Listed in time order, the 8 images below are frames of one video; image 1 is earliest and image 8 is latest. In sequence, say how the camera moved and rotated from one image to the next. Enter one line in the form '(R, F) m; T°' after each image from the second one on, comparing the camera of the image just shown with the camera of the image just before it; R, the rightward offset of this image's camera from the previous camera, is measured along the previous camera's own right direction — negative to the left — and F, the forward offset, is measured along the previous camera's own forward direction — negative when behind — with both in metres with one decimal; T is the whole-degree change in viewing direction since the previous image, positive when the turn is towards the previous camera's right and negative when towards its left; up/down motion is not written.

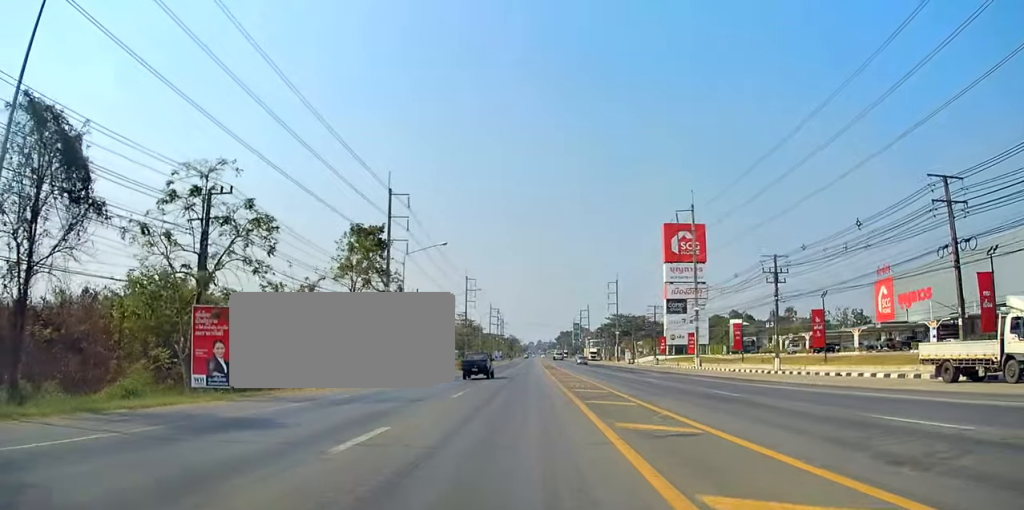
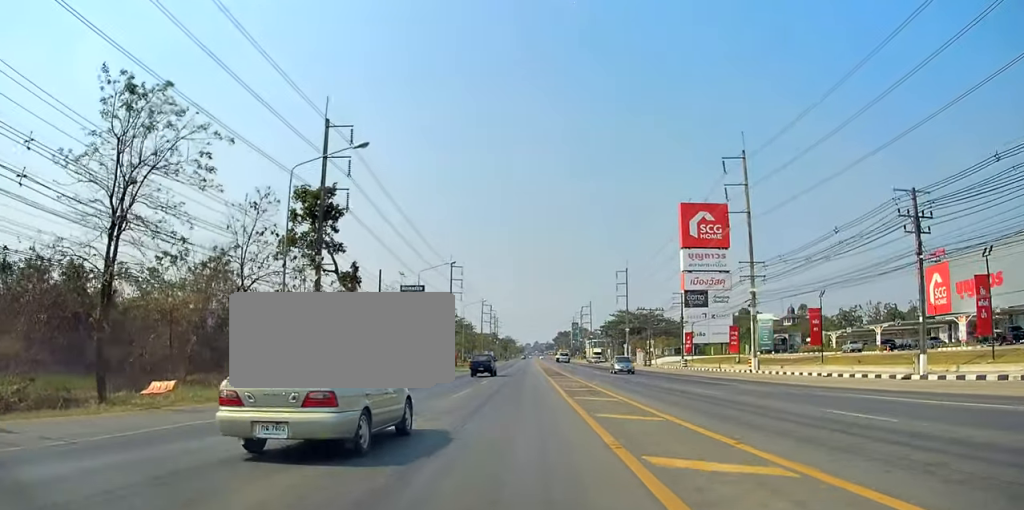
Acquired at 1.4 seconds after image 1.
(+0.6, +22.8) m; +2°
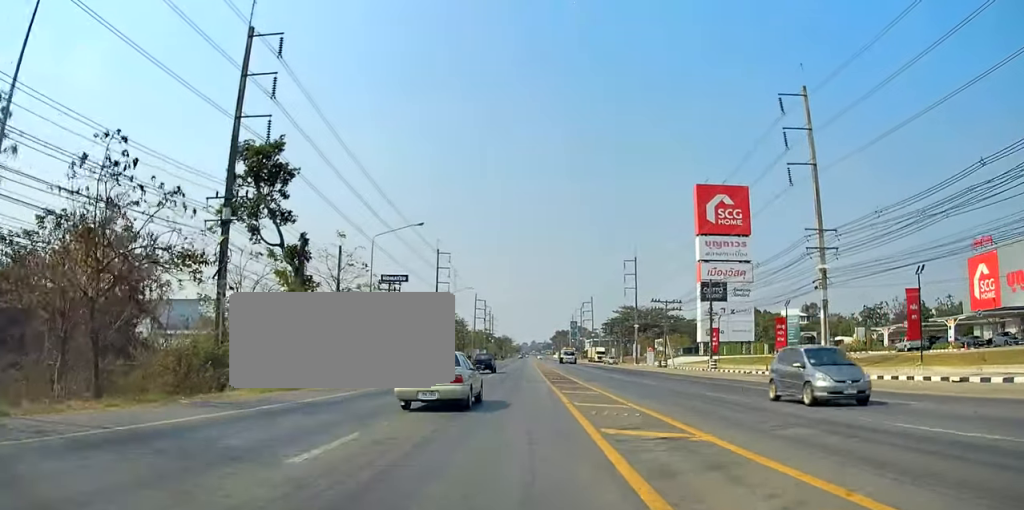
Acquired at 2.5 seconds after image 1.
(-0.3, +16.7) m; -1°
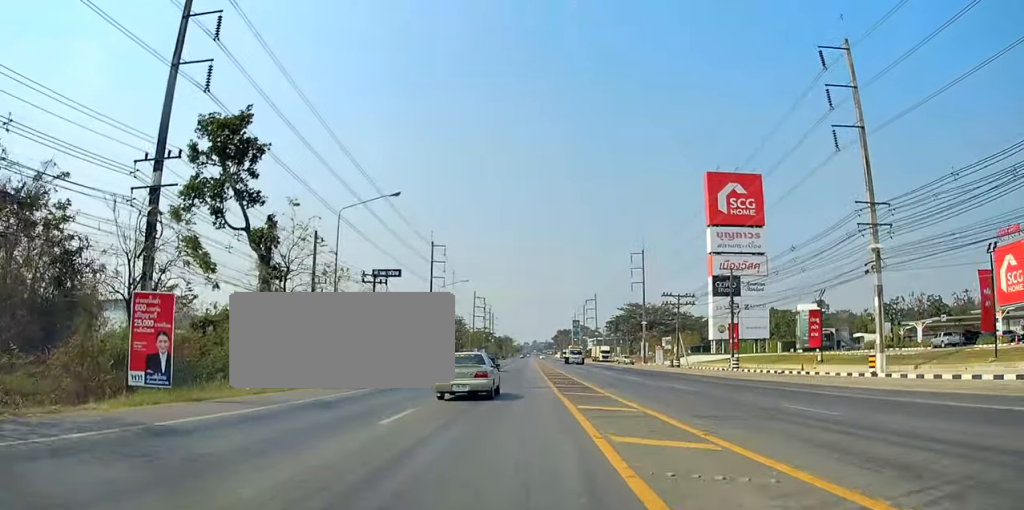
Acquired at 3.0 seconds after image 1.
(0.0, +7.4) m; 0°
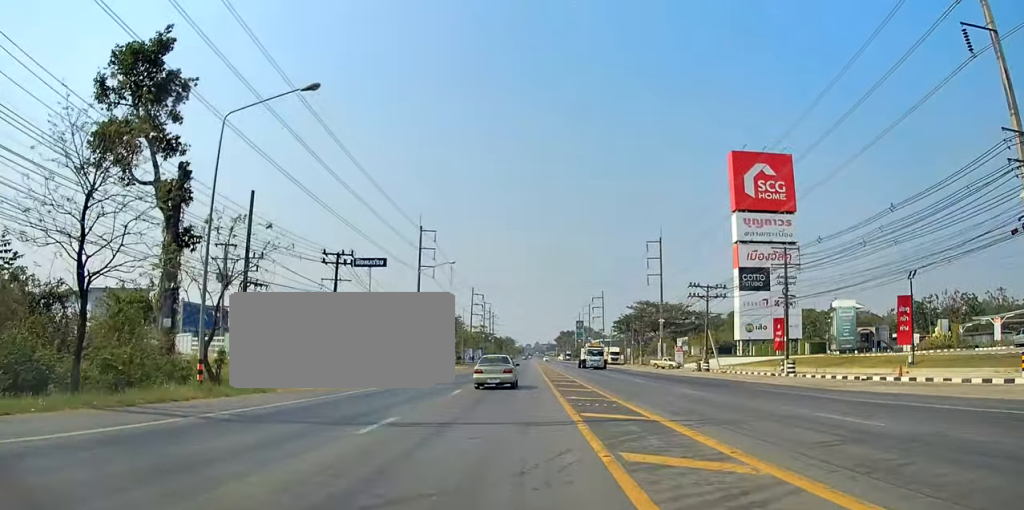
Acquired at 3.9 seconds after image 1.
(0.0, +13.9) m; 0°
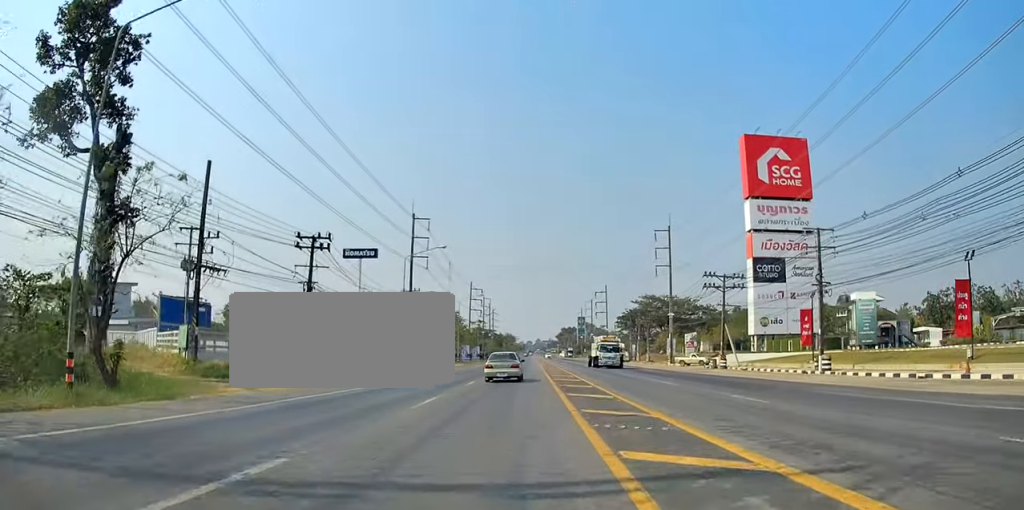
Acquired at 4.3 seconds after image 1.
(0.0, +6.2) m; 0°
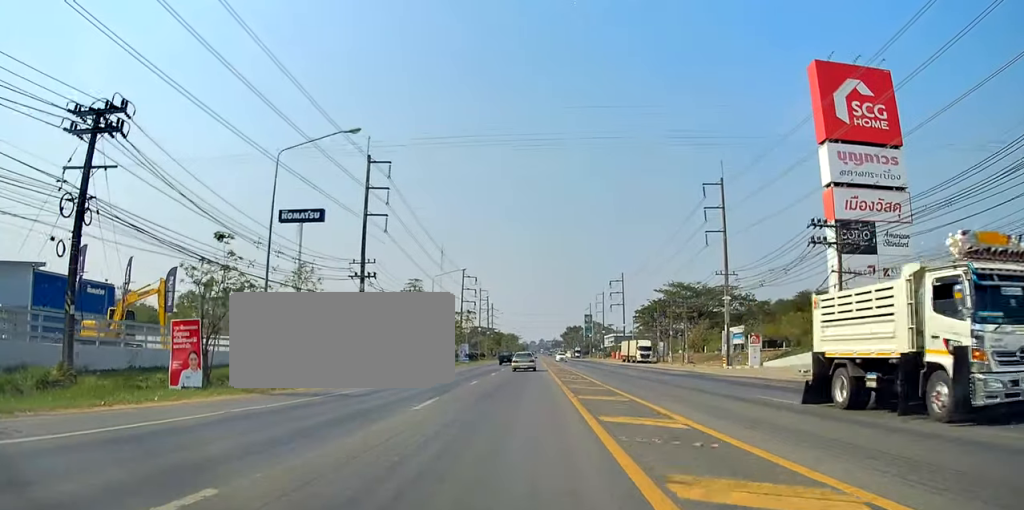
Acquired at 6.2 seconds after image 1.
(-0.2, +28.0) m; 0°
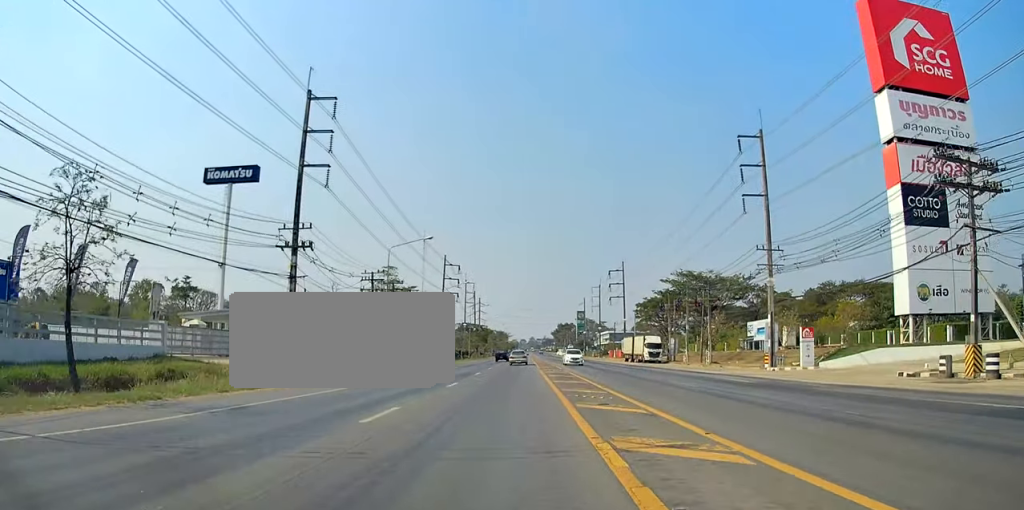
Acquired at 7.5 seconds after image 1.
(+0.3, +17.4) m; +1°
